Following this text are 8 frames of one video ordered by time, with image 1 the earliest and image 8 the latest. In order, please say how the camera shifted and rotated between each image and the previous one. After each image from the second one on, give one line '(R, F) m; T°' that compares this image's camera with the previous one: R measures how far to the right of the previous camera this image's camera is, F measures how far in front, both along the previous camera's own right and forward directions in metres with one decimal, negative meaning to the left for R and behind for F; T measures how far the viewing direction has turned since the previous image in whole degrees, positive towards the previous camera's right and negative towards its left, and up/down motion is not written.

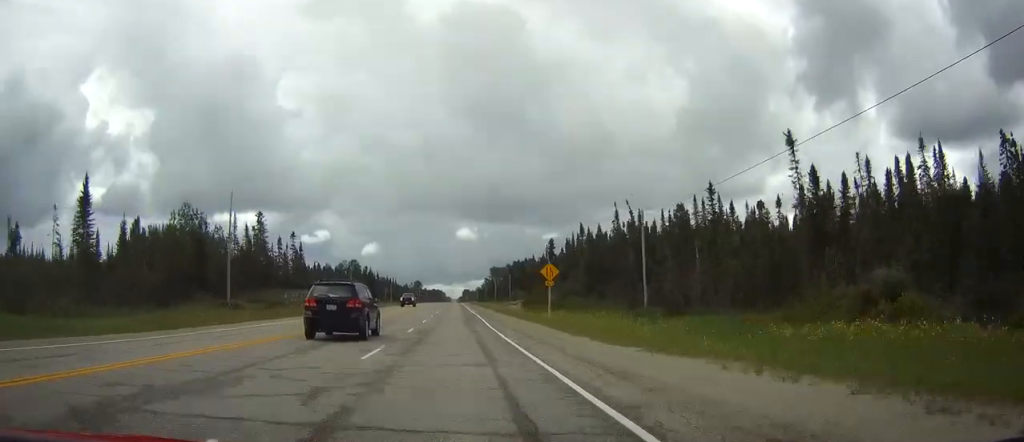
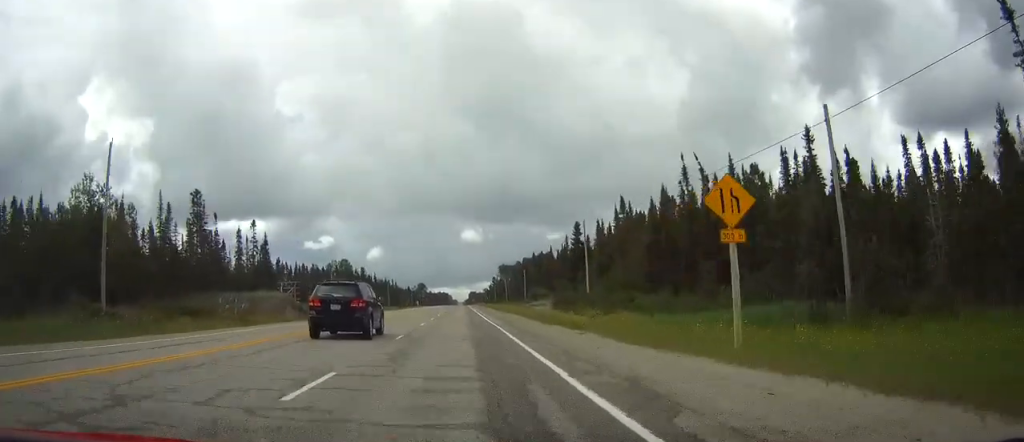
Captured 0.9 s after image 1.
(-0.1, +30.4) m; -1°
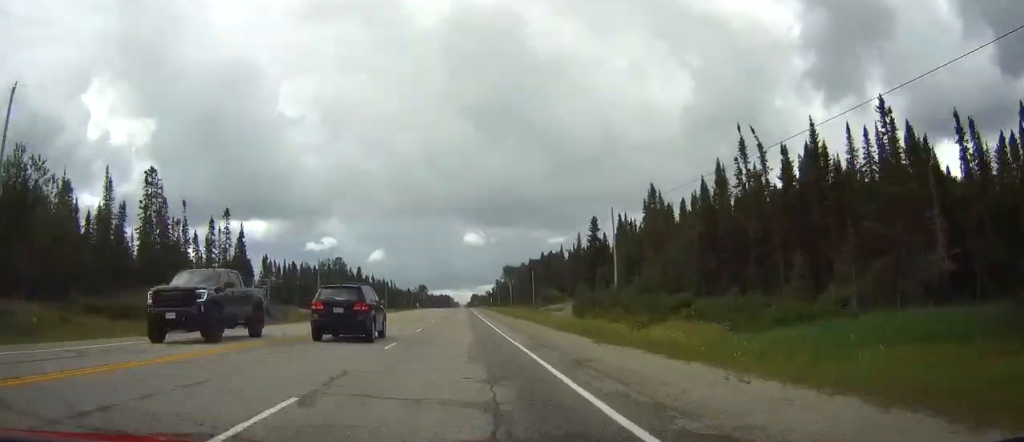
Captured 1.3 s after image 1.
(-0.1, +14.7) m; 0°
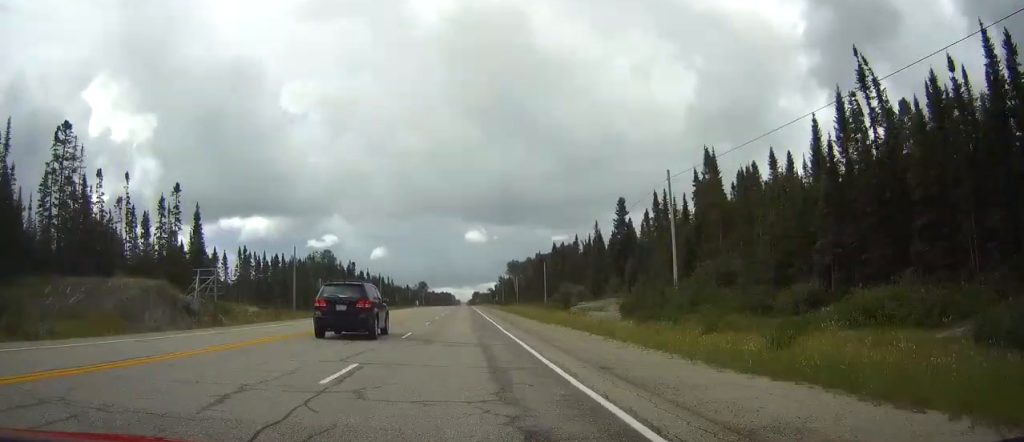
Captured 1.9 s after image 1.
(-0.1, +19.2) m; 0°
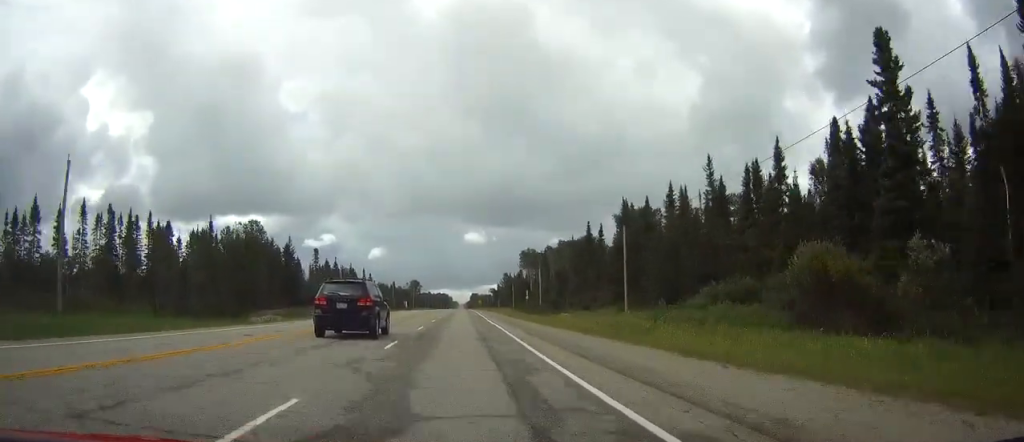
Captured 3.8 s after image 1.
(0.0, +65.8) m; 0°
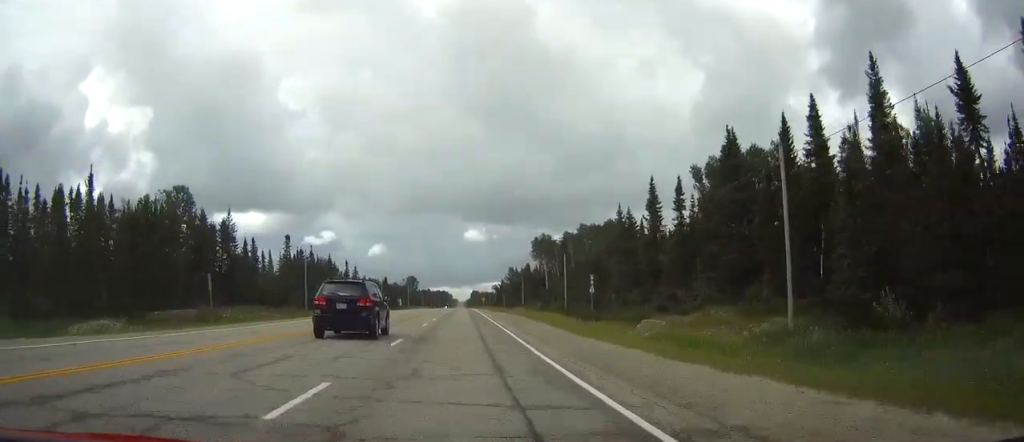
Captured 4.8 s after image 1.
(+0.1, +34.0) m; 0°
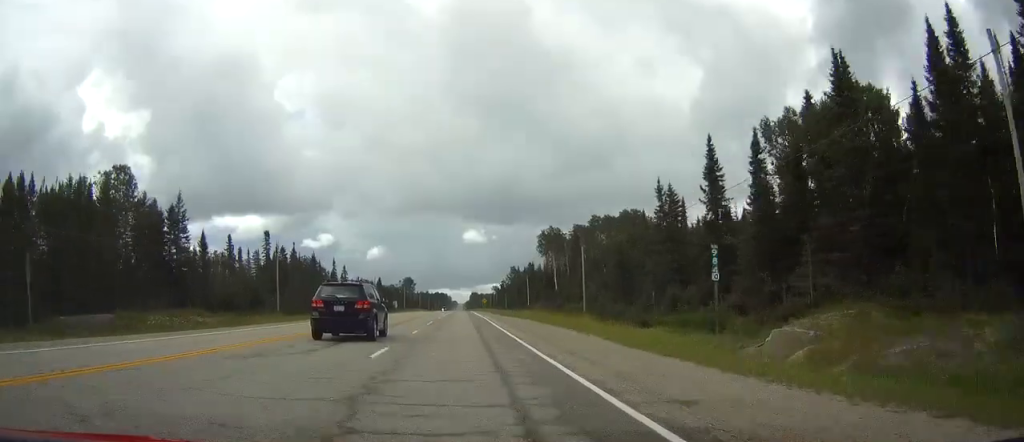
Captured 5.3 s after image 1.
(+0.1, +17.0) m; 0°
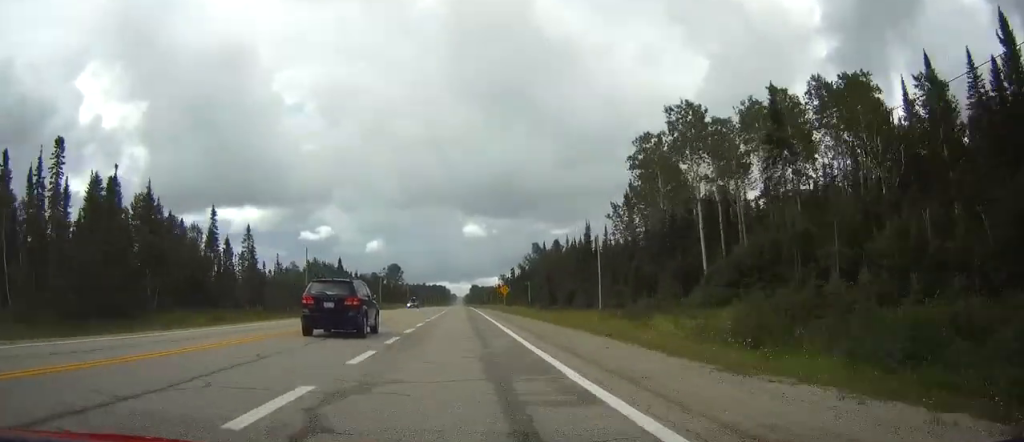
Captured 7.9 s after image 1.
(-0.1, +85.7) m; 0°
